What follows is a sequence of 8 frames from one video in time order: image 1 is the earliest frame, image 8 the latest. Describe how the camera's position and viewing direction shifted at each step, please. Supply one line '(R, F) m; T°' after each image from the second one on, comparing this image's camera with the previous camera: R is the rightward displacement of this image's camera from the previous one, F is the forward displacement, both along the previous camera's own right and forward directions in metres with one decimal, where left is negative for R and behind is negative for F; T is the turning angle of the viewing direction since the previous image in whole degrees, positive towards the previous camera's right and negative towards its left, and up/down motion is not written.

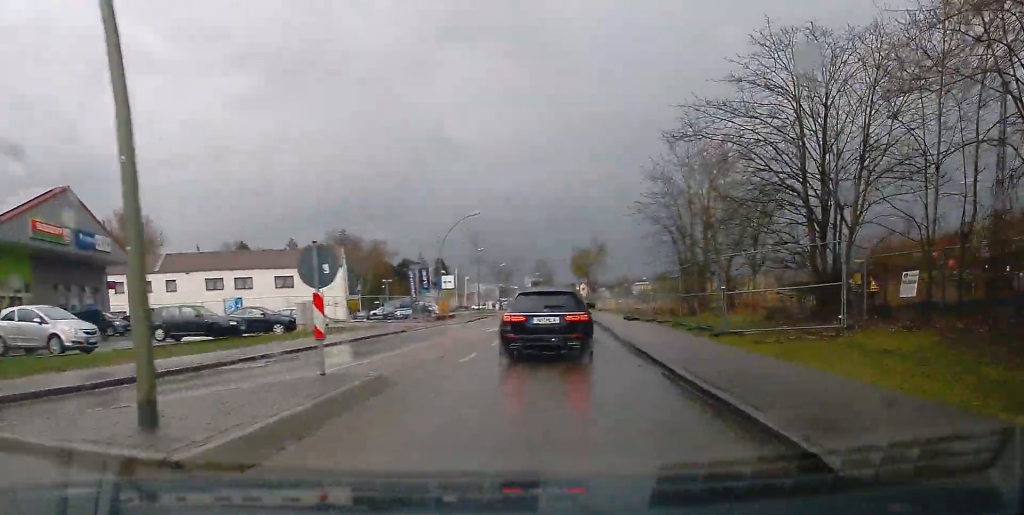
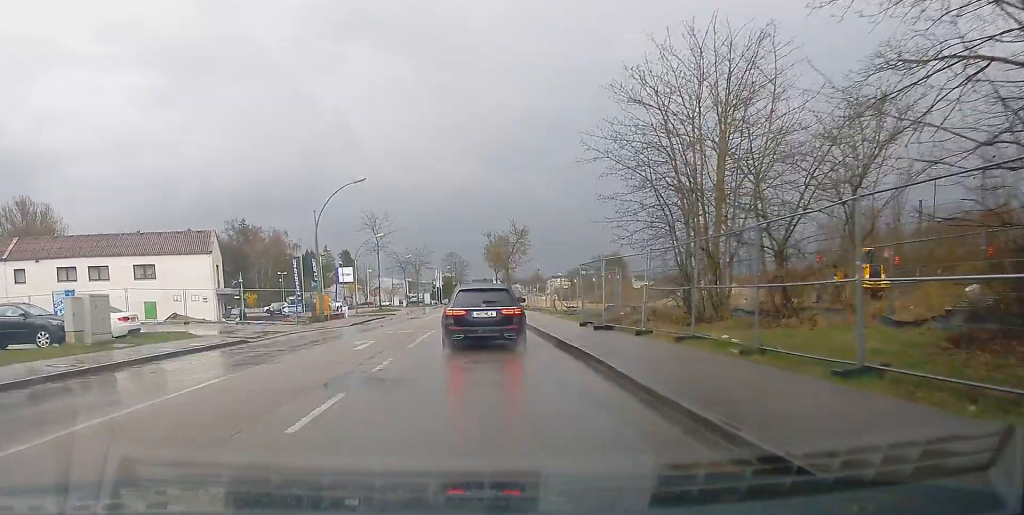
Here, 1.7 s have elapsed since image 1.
(+0.9, +13.7) m; +5°
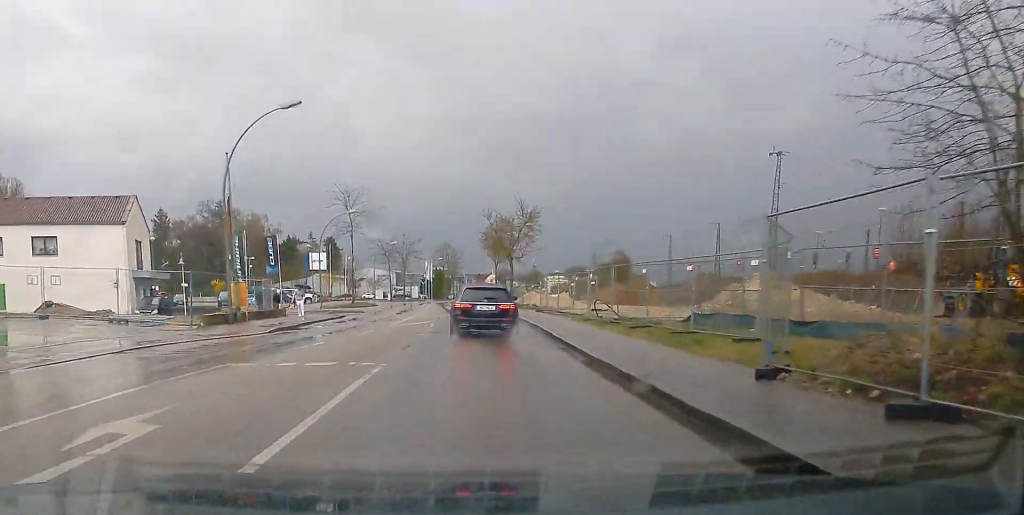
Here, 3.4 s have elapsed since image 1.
(+0.1, +16.2) m; +2°
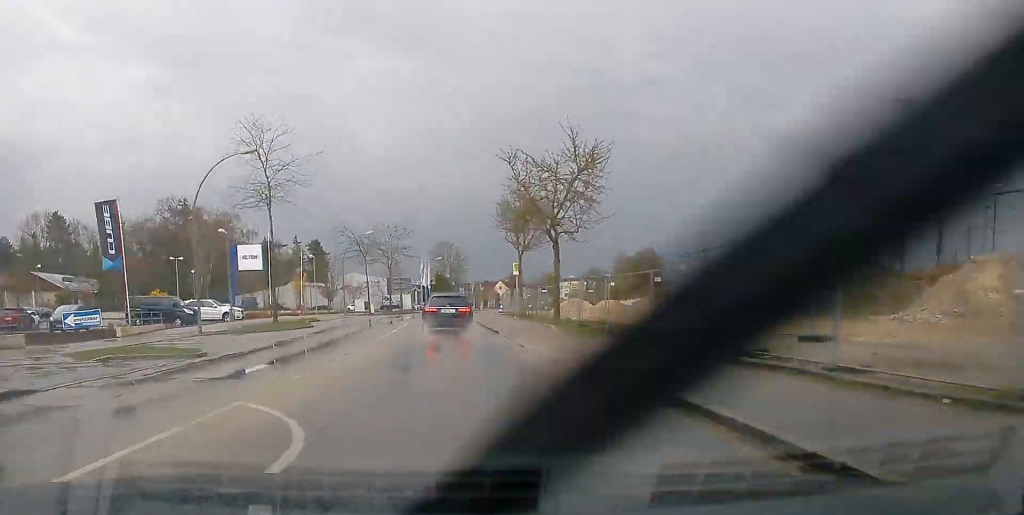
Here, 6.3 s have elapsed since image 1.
(+0.2, +30.6) m; -1°
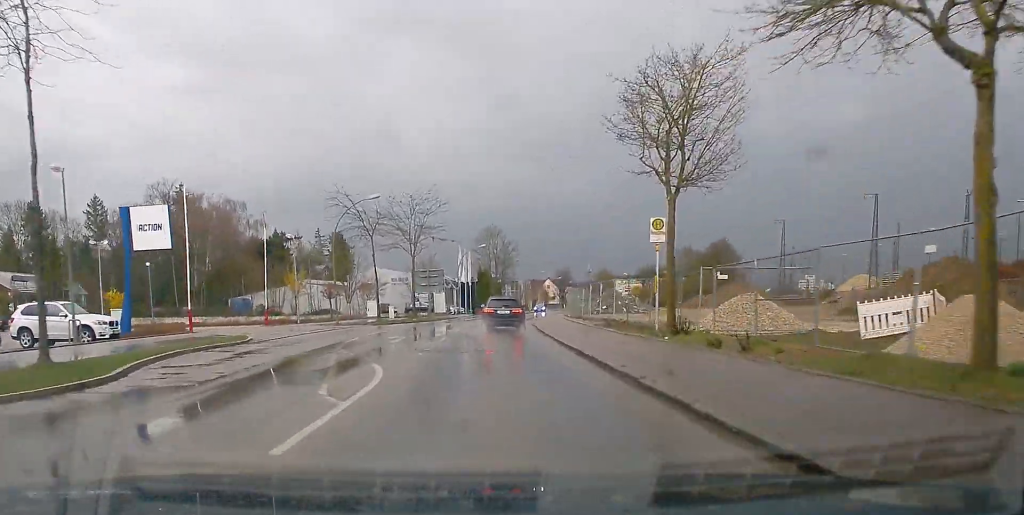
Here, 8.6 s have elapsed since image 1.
(-0.3, +26.4) m; +1°
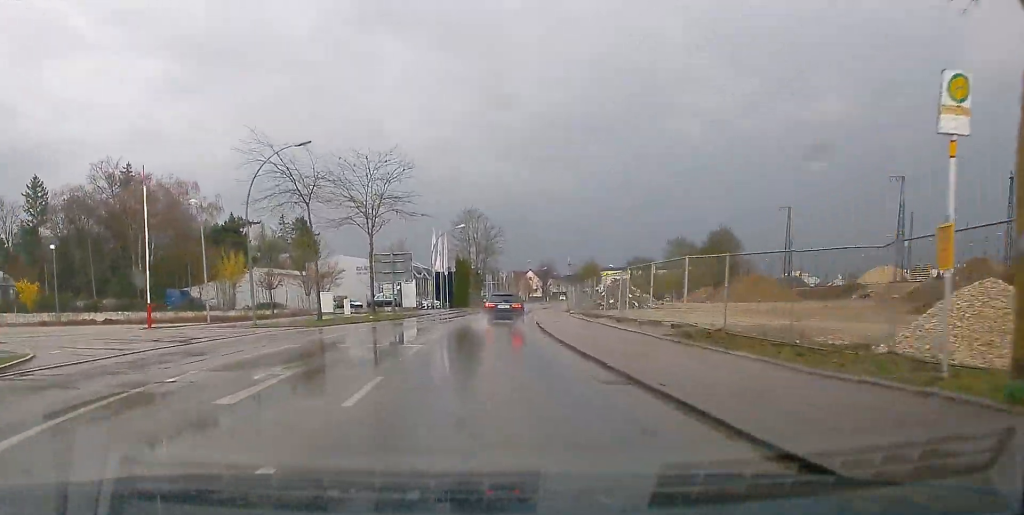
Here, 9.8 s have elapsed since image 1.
(+0.1, +15.0) m; +2°
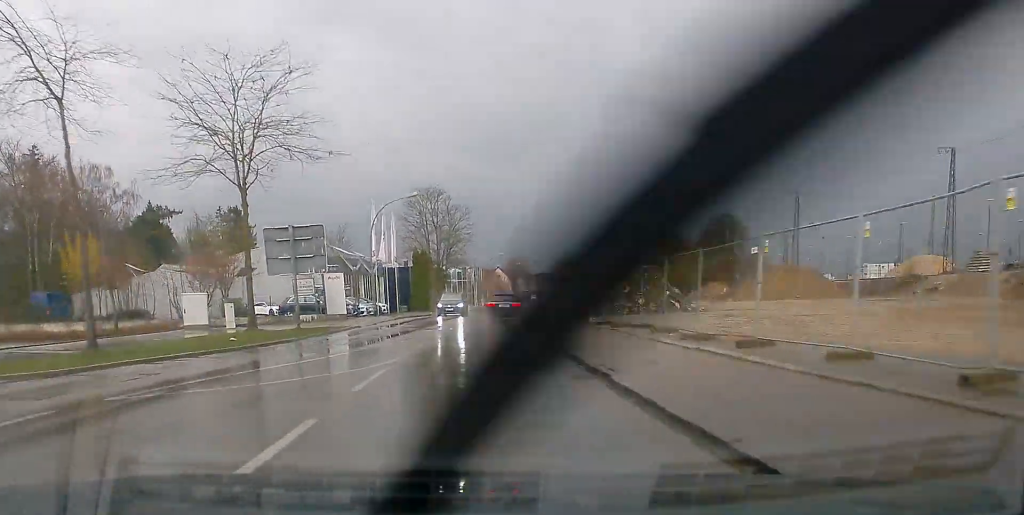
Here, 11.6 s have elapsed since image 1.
(+0.5, +23.3) m; +2°
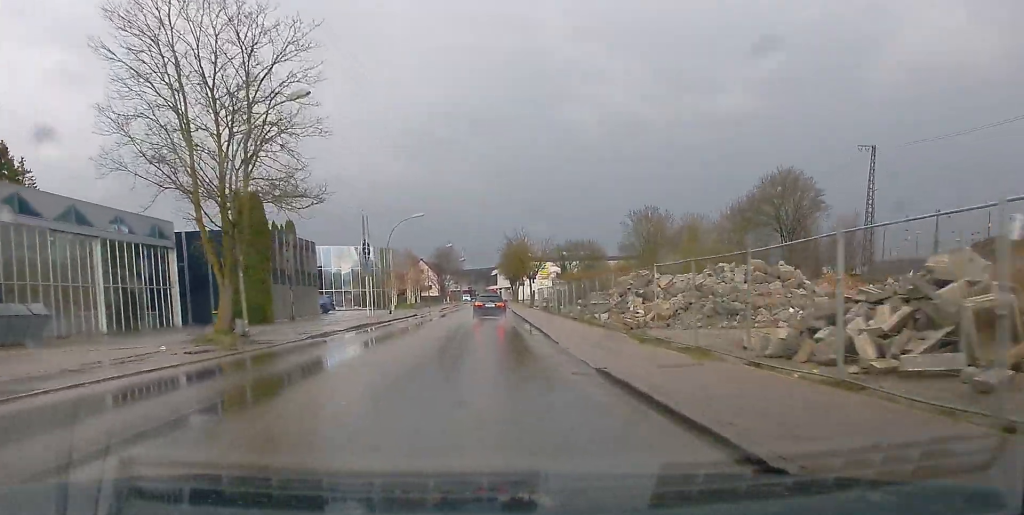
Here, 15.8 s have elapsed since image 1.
(+2.7, +55.9) m; +6°
